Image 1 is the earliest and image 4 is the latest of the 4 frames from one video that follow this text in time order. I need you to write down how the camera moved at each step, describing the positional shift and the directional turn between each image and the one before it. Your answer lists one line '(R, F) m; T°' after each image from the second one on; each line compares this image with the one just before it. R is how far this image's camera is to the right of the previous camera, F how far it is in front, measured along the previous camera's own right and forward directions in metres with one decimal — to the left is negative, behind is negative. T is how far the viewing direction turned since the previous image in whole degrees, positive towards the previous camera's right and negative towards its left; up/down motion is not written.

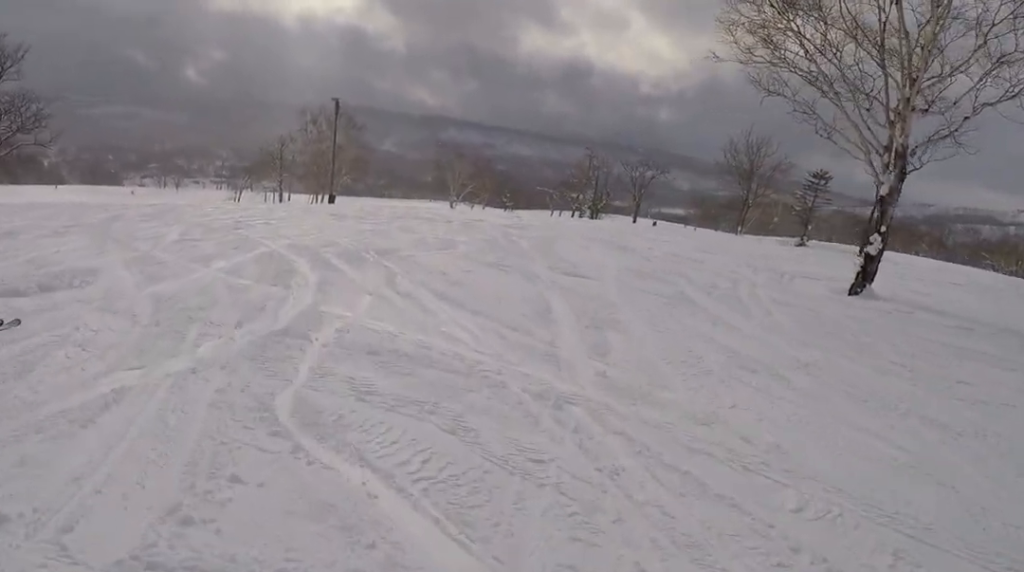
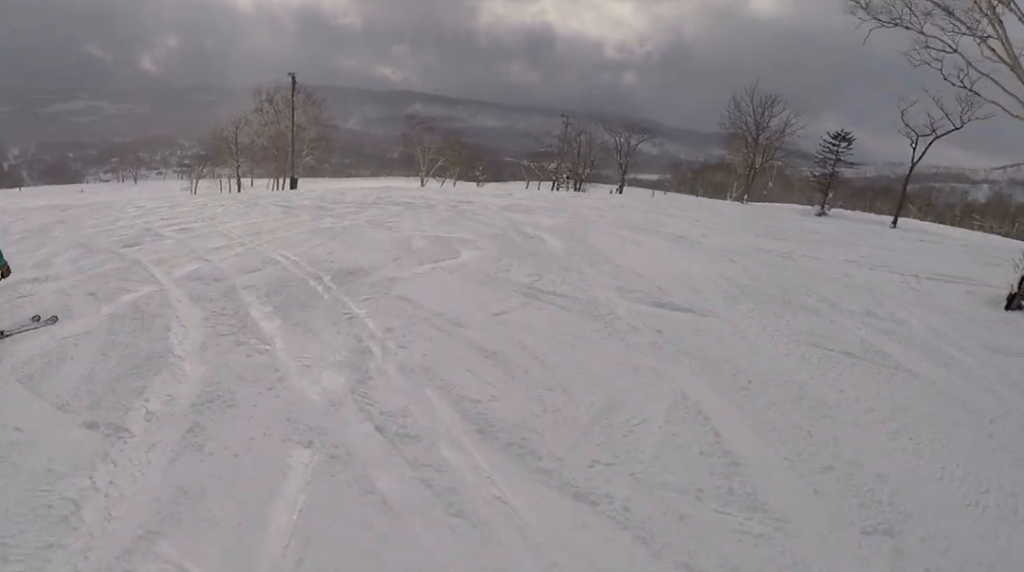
(+0.4, +6.1) m; 0°
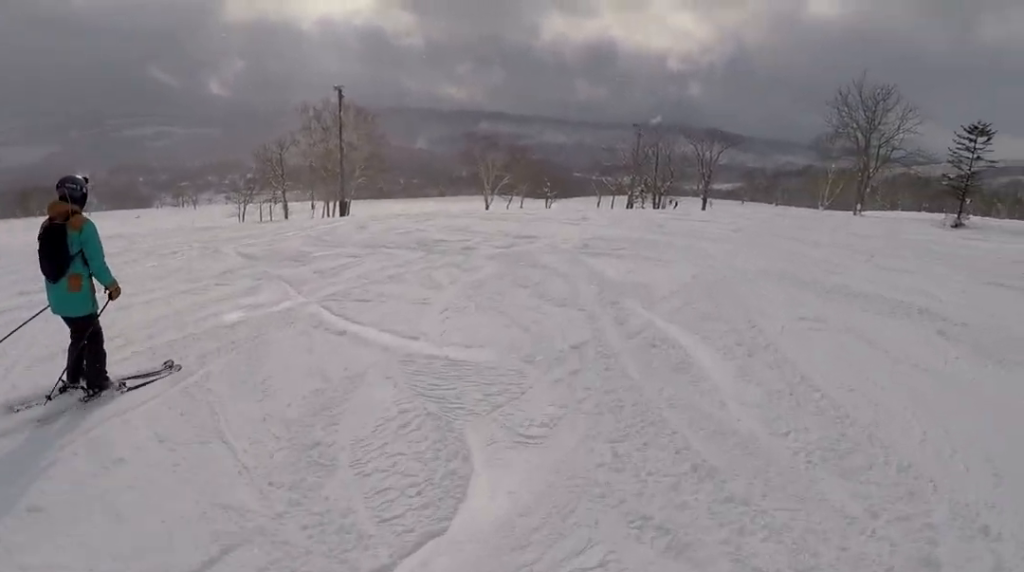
(+0.5, +8.3) m; +12°
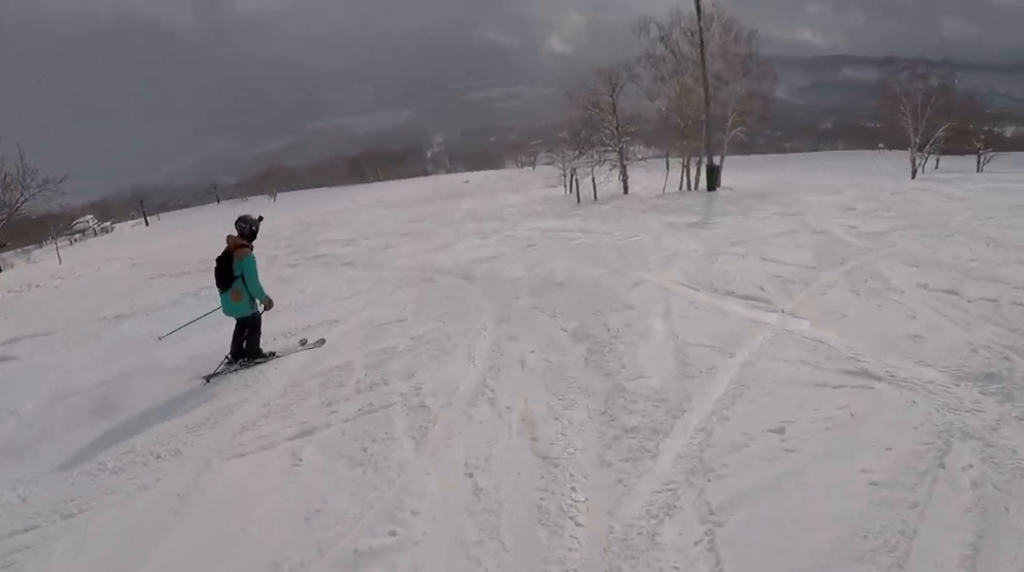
(-14.4, +25.6) m; -26°
